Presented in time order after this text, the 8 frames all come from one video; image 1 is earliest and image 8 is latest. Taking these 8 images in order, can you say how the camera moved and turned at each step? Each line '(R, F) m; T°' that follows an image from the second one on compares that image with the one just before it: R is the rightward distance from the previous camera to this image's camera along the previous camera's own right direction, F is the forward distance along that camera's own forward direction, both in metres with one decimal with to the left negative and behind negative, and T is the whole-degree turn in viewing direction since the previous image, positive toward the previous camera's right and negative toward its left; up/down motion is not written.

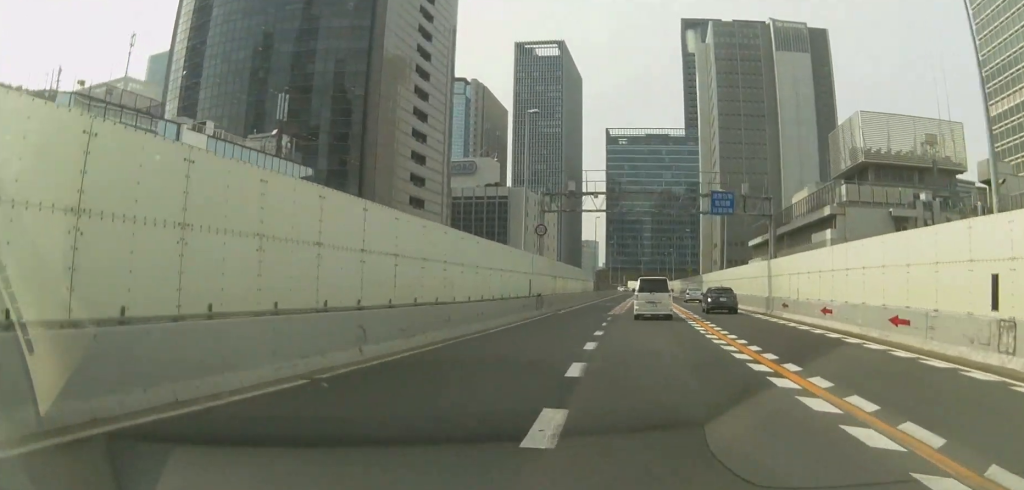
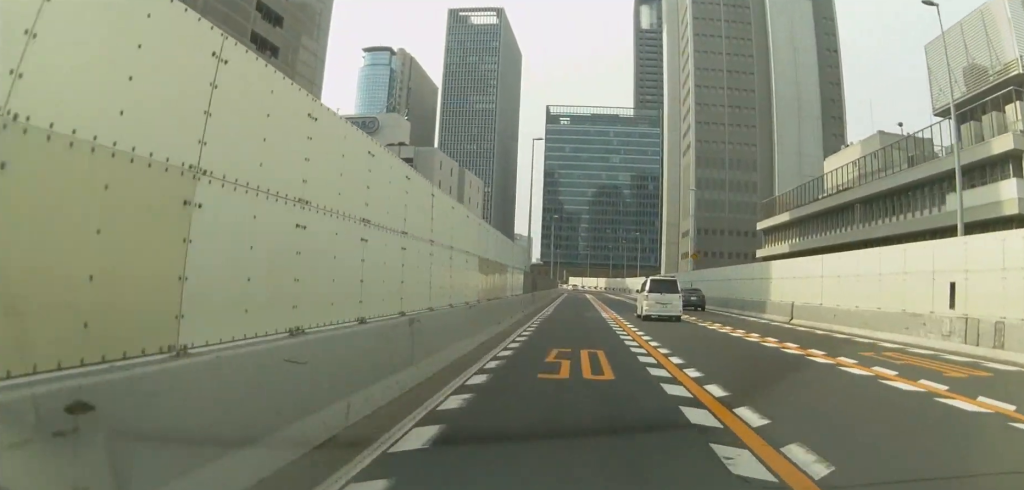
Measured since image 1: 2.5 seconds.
(+2.0, +46.9) m; +6°
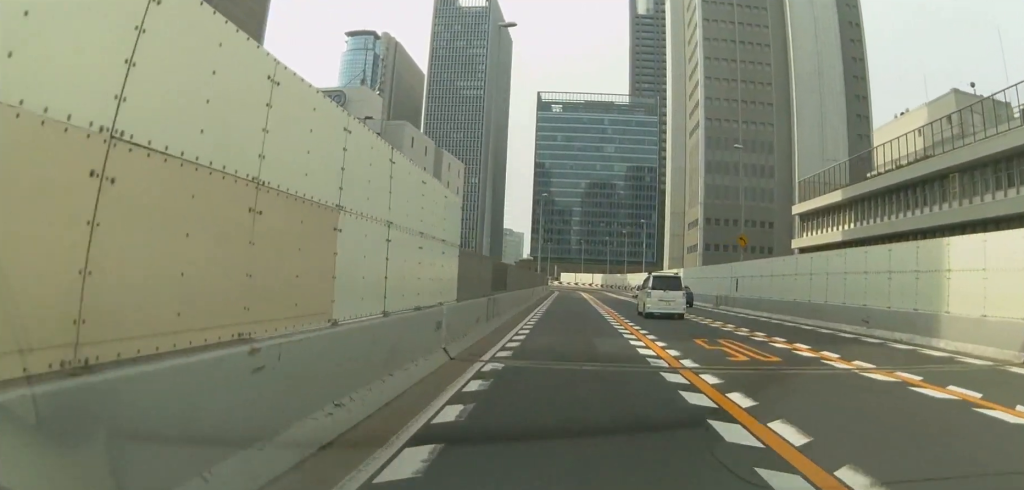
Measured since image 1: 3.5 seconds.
(+0.5, +19.2) m; +1°
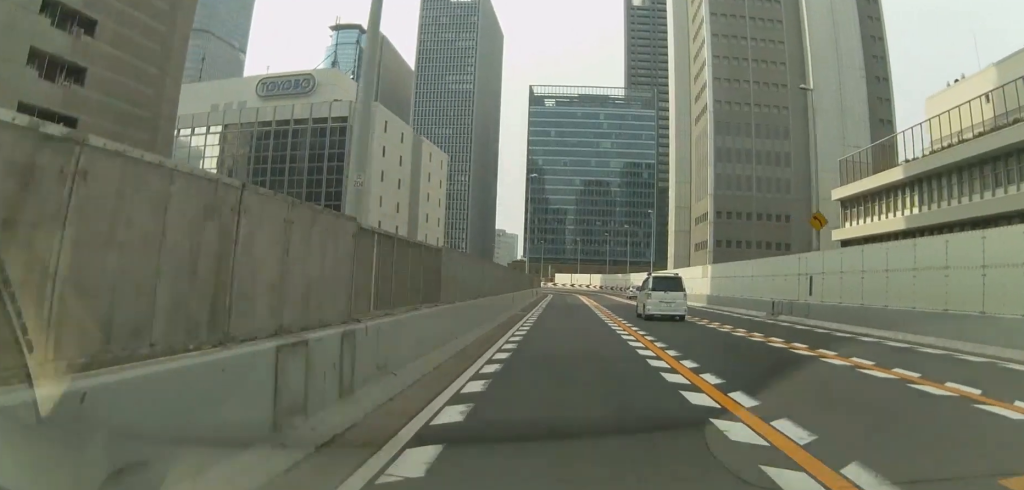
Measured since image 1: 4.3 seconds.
(0.0, +14.2) m; 0°
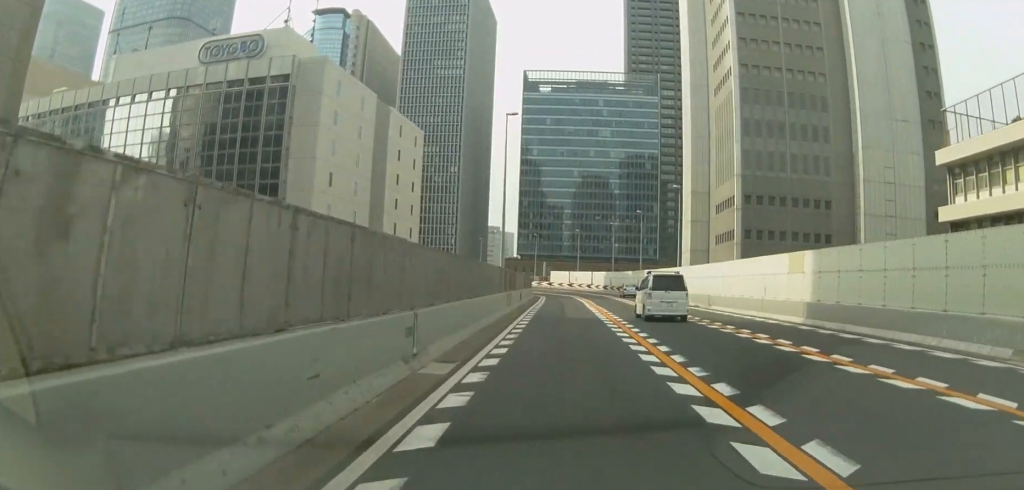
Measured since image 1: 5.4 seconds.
(0.0, +21.4) m; 0°
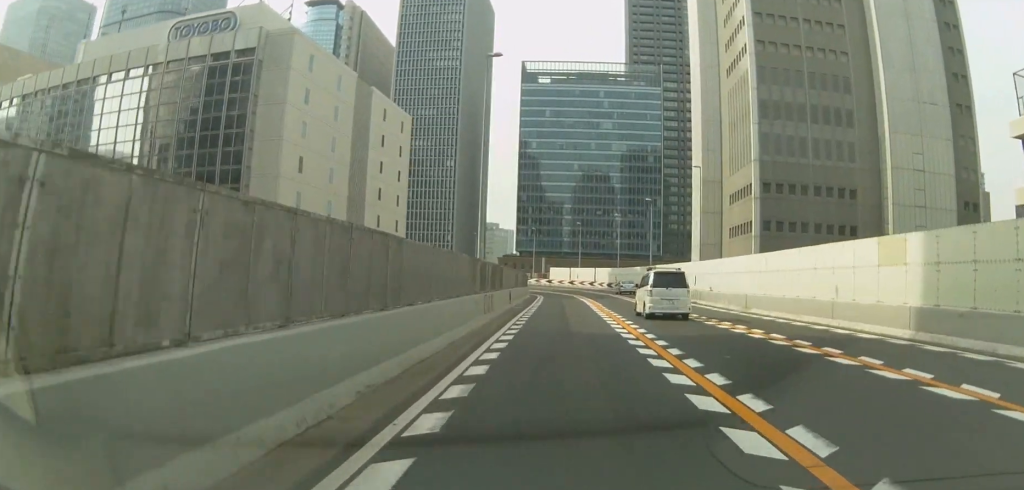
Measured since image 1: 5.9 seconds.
(0.0, +9.7) m; 0°
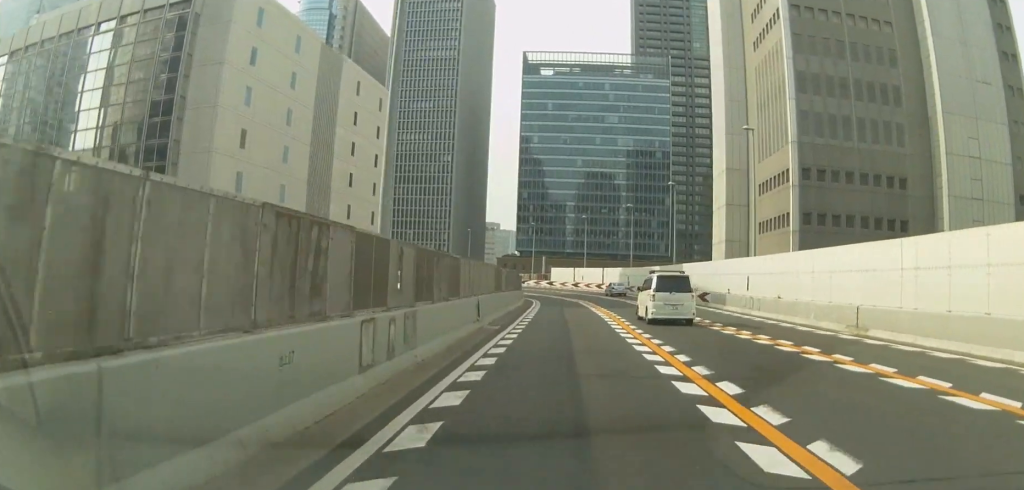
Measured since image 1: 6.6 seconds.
(0.0, +14.9) m; 0°
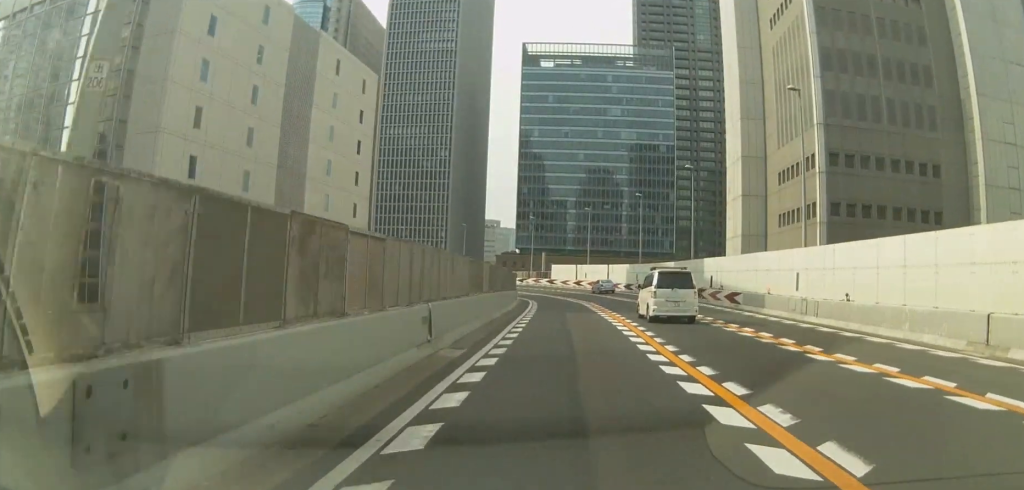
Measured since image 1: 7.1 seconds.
(0.0, +8.3) m; 0°
